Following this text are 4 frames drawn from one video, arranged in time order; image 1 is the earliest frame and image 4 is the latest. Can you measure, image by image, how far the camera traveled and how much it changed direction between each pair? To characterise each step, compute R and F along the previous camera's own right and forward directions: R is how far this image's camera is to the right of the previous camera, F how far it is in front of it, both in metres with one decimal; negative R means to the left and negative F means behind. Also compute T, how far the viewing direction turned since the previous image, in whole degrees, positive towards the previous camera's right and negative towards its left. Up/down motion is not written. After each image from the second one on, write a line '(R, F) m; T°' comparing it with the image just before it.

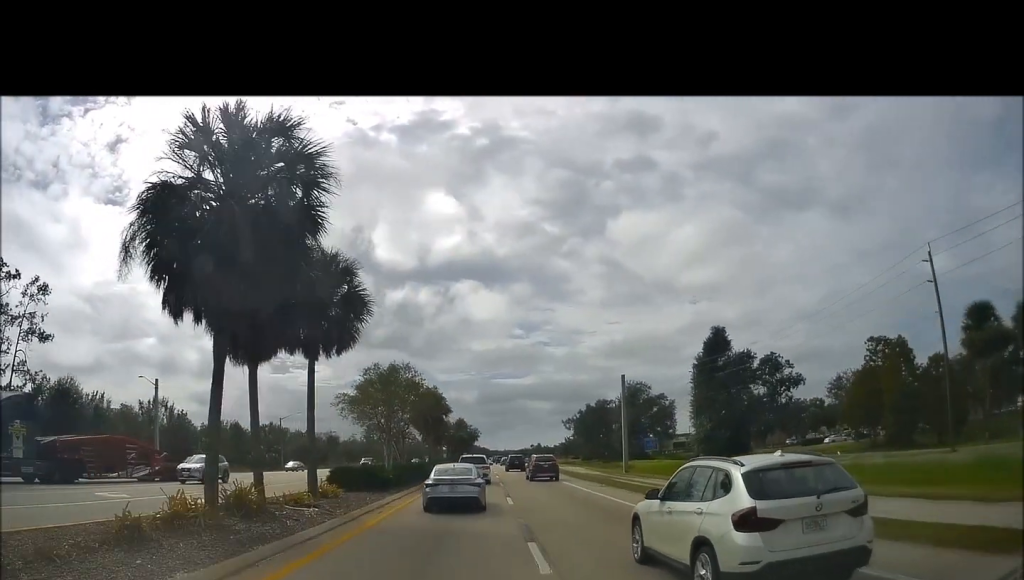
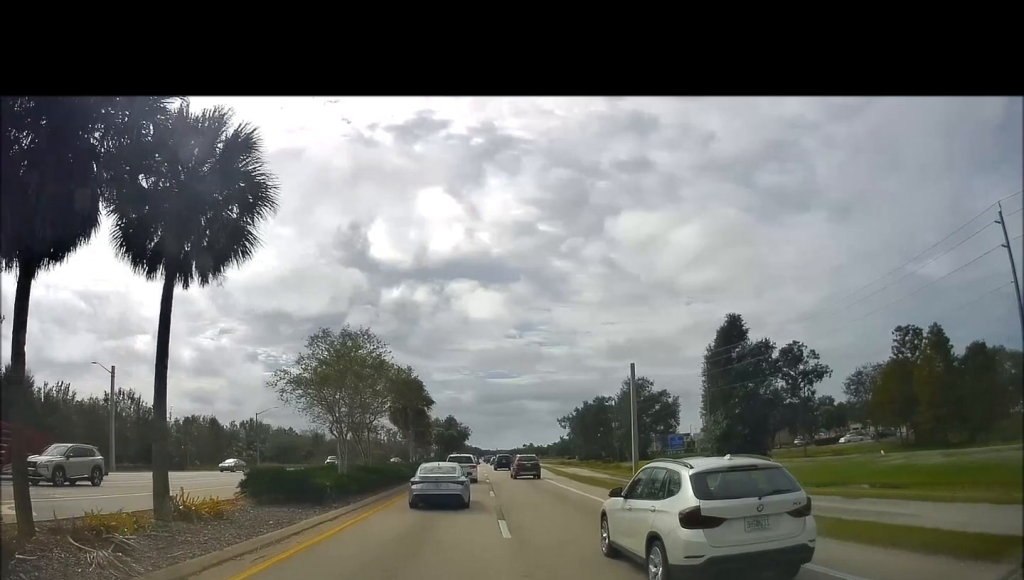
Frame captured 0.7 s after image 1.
(0.0, +7.7) m; 0°
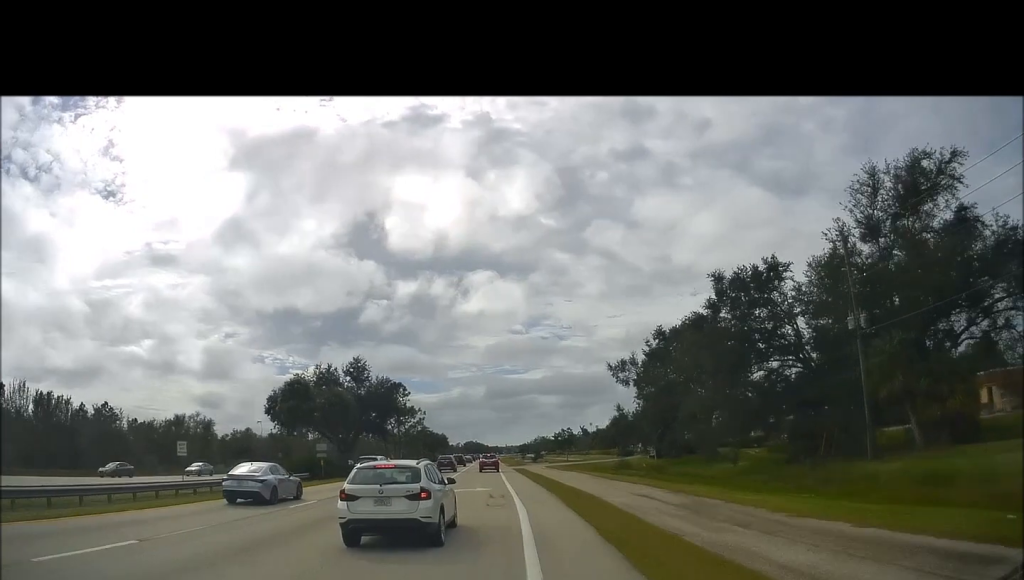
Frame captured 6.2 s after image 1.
(+3.6, +90.5) m; 0°
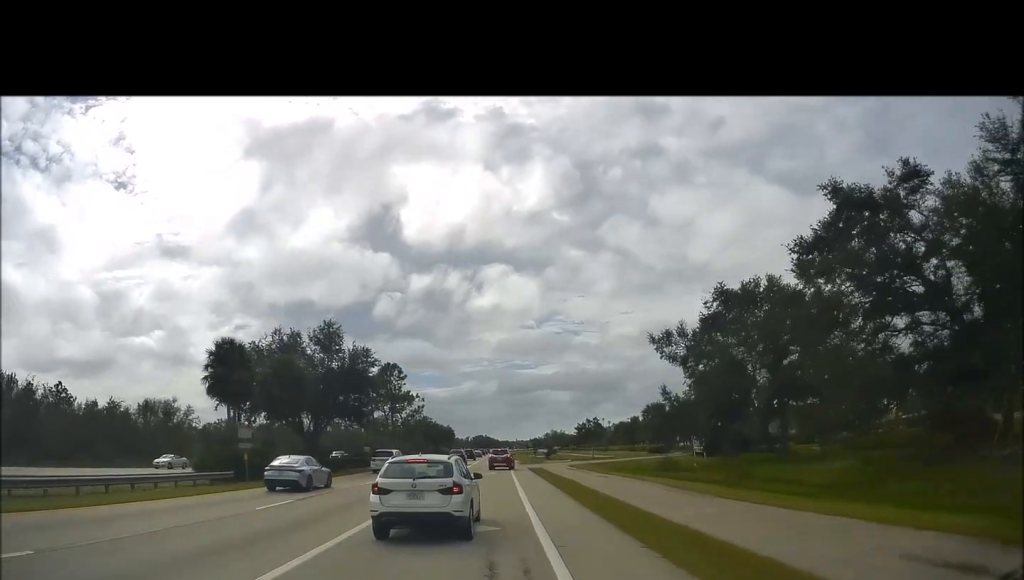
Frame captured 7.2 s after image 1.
(-0.6, +17.3) m; -2°
